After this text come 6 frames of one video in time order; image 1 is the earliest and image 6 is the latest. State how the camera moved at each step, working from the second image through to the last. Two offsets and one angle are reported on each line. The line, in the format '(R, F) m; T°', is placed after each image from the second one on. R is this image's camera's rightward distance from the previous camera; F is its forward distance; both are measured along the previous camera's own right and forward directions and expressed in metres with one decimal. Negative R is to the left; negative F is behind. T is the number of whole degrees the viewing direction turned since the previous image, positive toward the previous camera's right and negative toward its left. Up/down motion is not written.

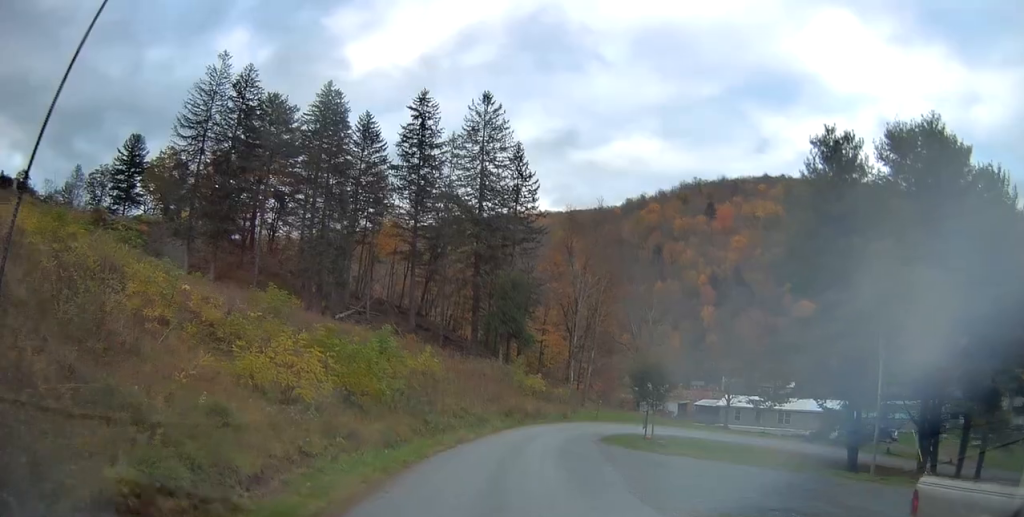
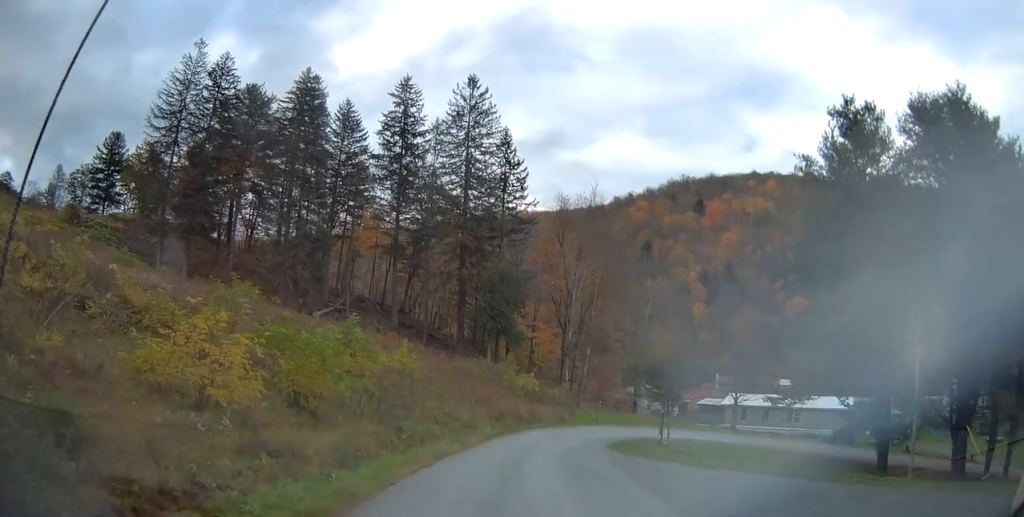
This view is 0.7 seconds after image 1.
(-0.1, +5.1) m; -1°
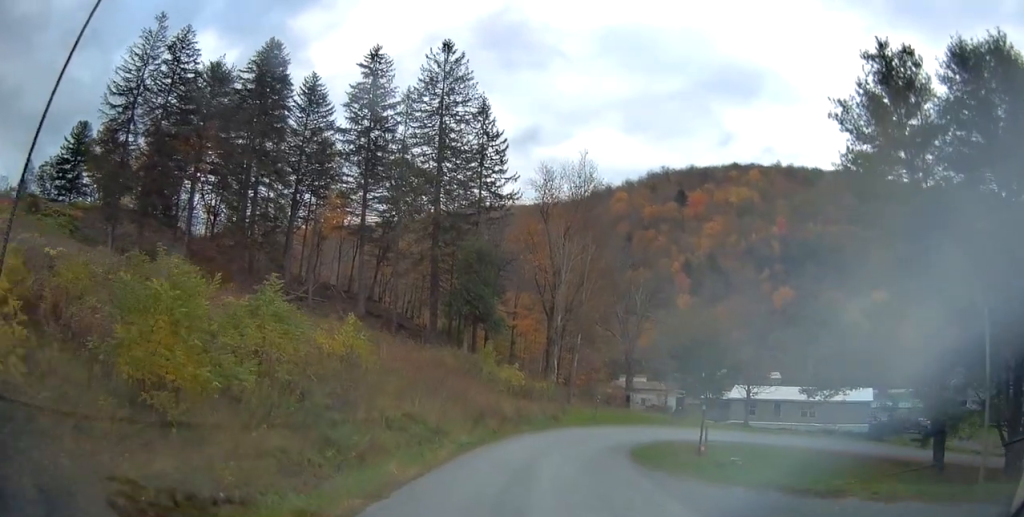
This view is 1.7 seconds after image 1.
(0.0, +7.8) m; +3°
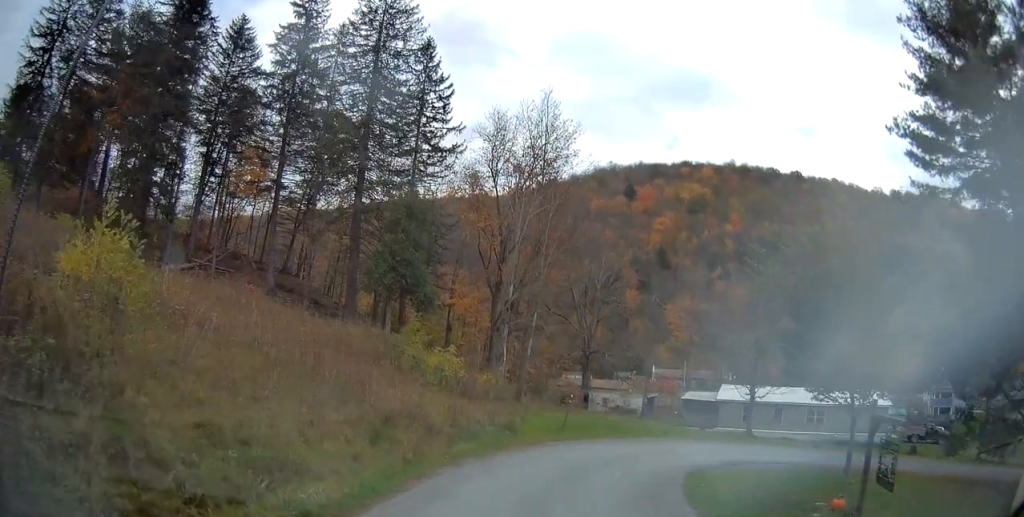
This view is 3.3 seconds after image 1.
(+0.9, +11.3) m; +9°
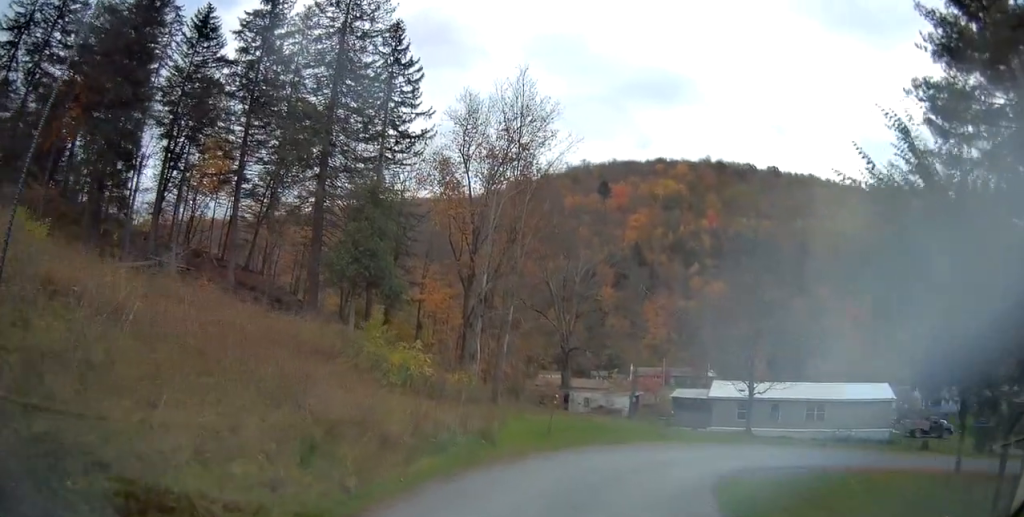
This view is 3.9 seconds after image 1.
(+0.1, +3.4) m; +4°
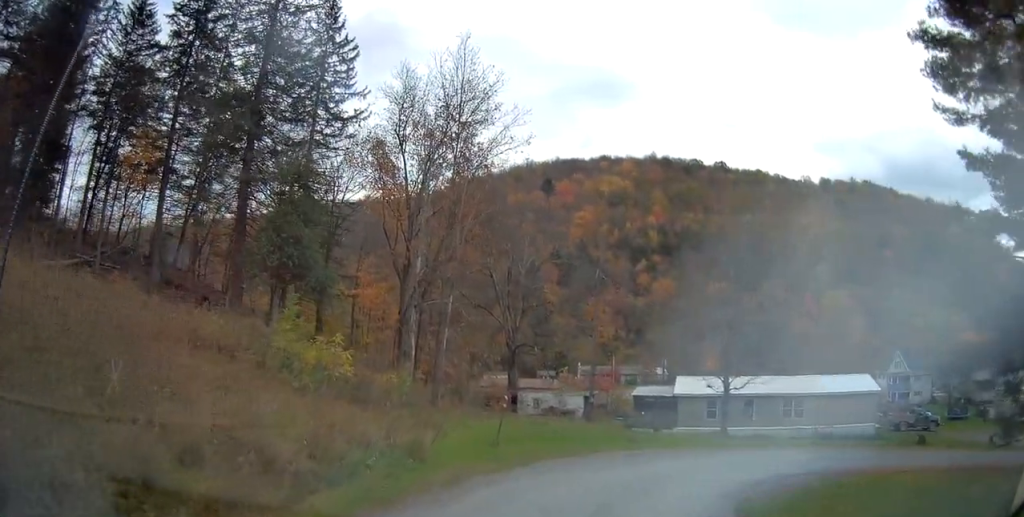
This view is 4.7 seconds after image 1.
(+0.2, +4.4) m; +6°
